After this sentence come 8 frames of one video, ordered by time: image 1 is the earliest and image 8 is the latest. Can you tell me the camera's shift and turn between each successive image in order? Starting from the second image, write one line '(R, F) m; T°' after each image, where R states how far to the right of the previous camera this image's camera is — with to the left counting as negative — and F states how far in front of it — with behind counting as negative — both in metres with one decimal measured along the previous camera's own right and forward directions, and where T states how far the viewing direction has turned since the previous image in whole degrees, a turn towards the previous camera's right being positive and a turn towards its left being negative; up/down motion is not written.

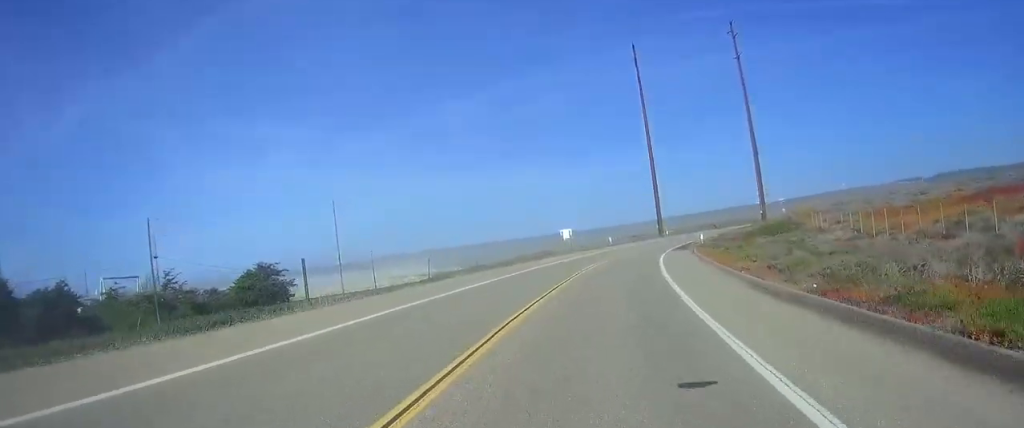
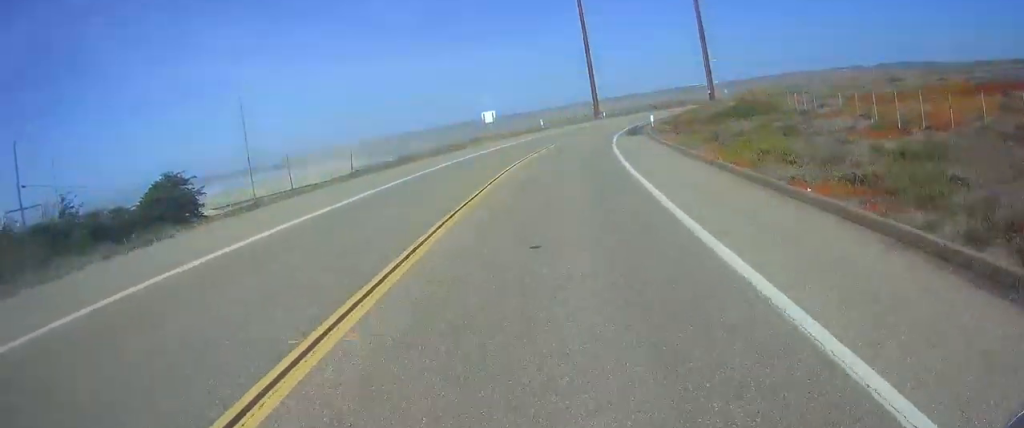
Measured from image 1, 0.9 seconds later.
(+0.3, +11.9) m; +6°
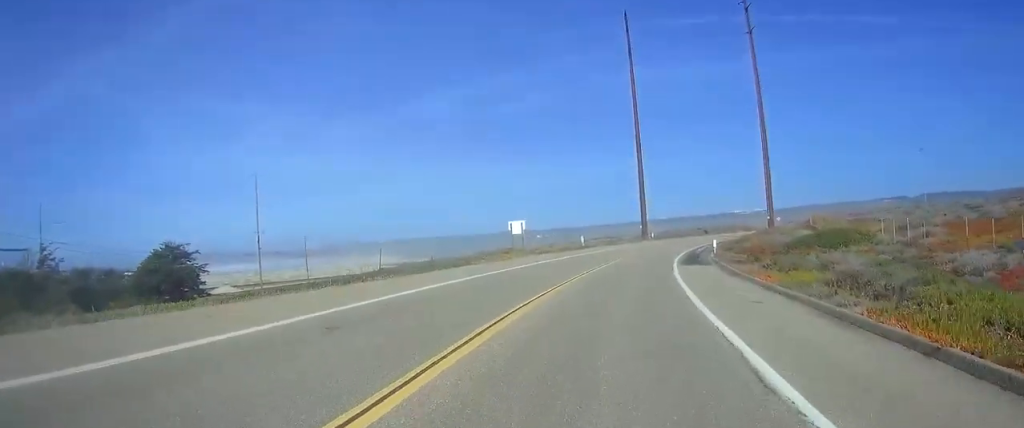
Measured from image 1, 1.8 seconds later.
(+1.0, +11.5) m; +5°
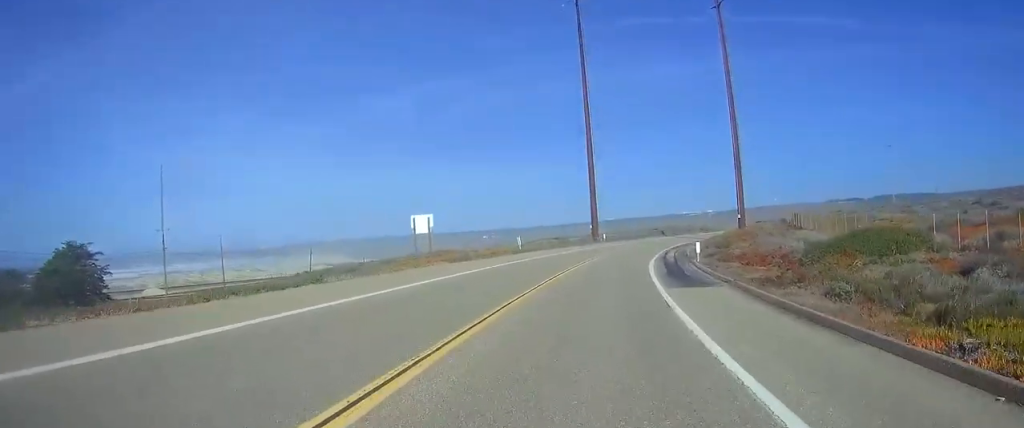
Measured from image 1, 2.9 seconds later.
(0.0, +13.6) m; +1°
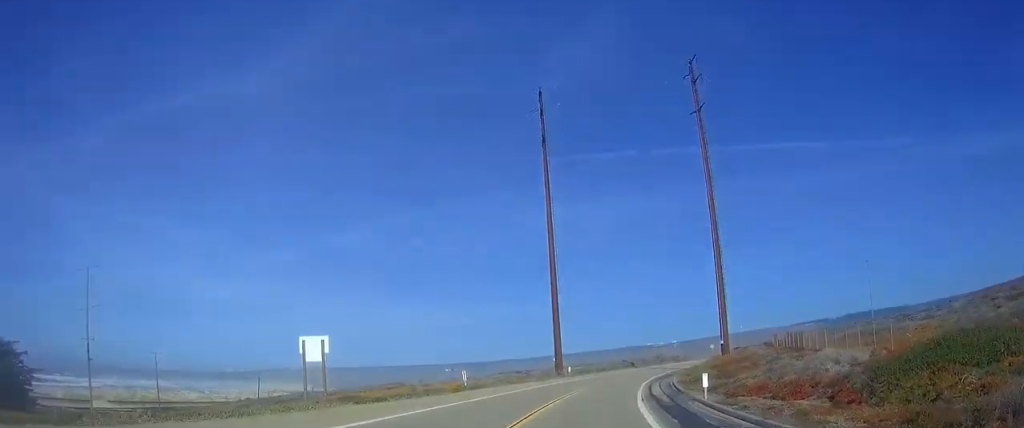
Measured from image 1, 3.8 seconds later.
(0.0, +10.1) m; +2°
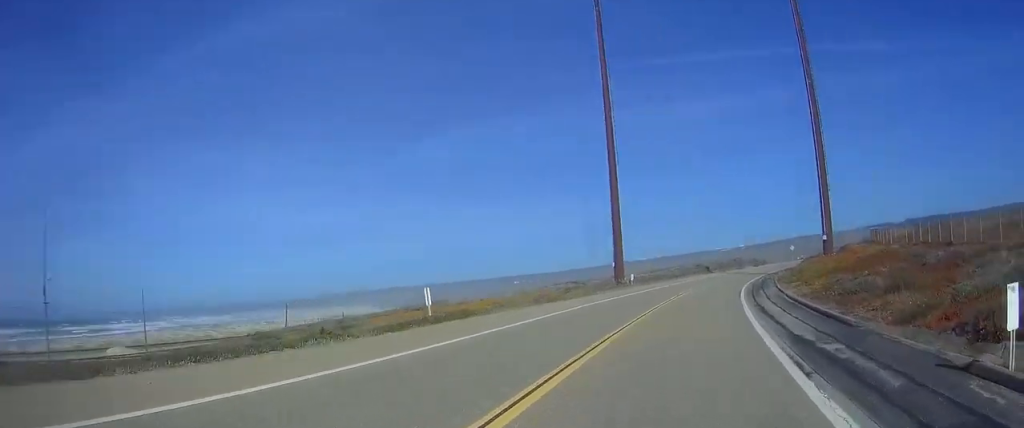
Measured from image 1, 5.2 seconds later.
(+1.1, +19.9) m; +5°
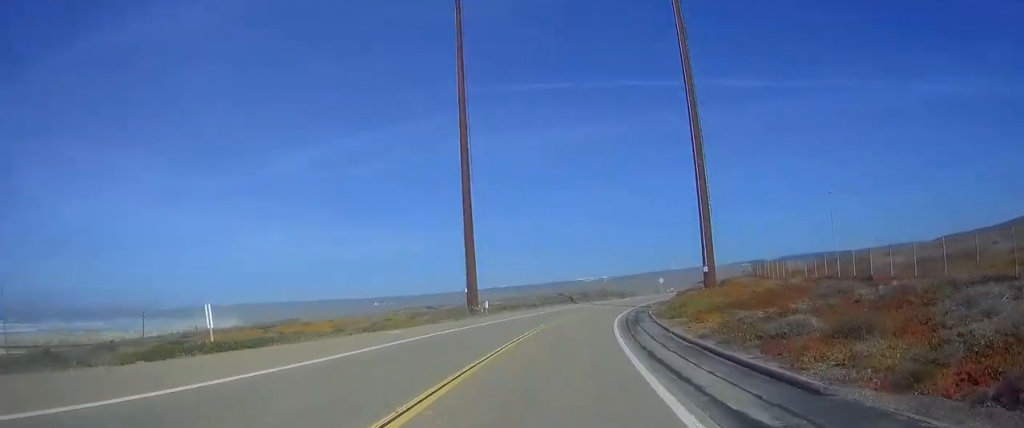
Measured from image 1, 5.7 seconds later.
(0.0, +6.2) m; +1°
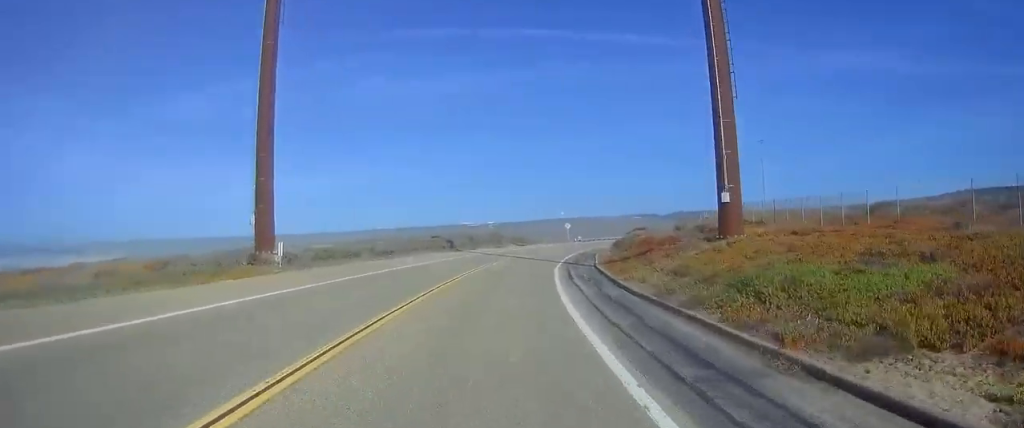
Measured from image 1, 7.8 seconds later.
(+1.3, +32.5) m; +4°
